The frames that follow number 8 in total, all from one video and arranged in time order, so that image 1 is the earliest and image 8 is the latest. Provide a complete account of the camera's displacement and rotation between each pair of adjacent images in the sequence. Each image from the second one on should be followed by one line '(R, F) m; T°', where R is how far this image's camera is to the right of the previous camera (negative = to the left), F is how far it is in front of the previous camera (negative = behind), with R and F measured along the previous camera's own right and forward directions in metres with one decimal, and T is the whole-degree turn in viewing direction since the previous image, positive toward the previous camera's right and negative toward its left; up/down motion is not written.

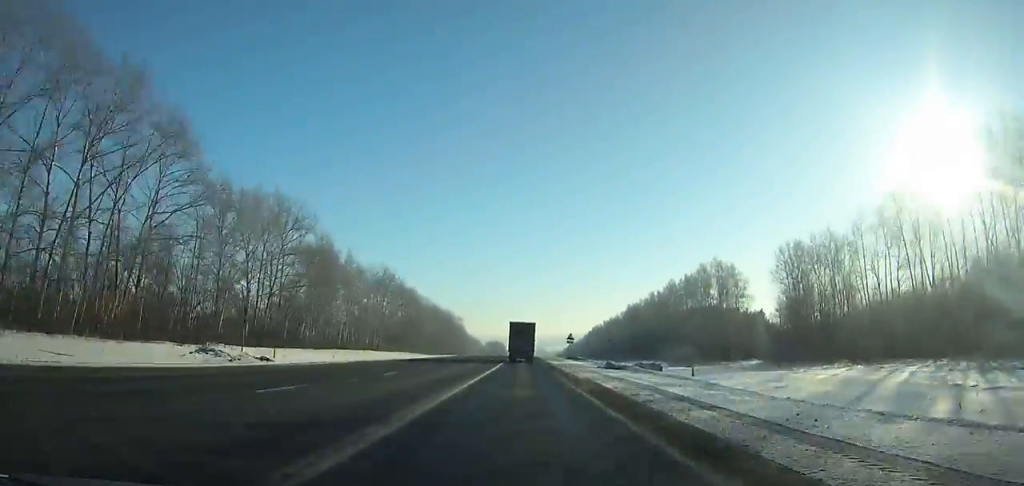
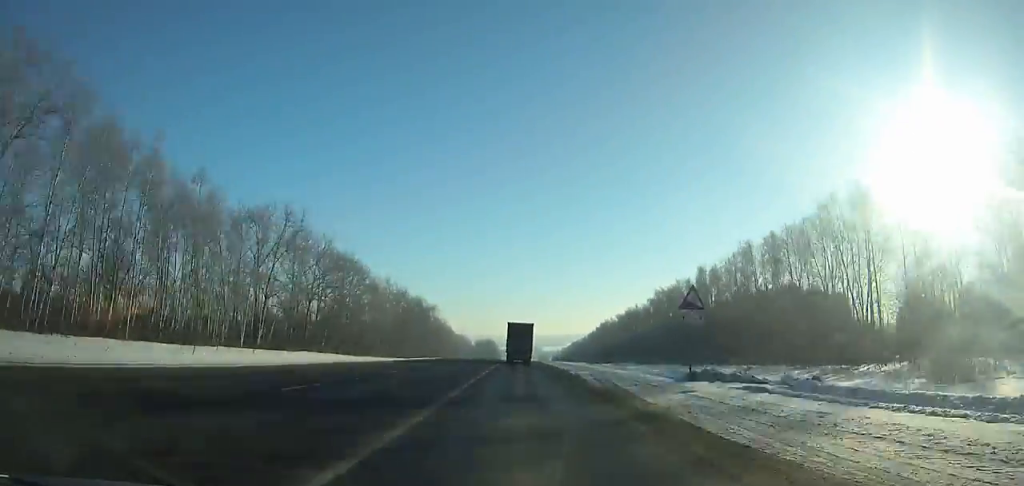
(+0.1, +59.2) m; 0°
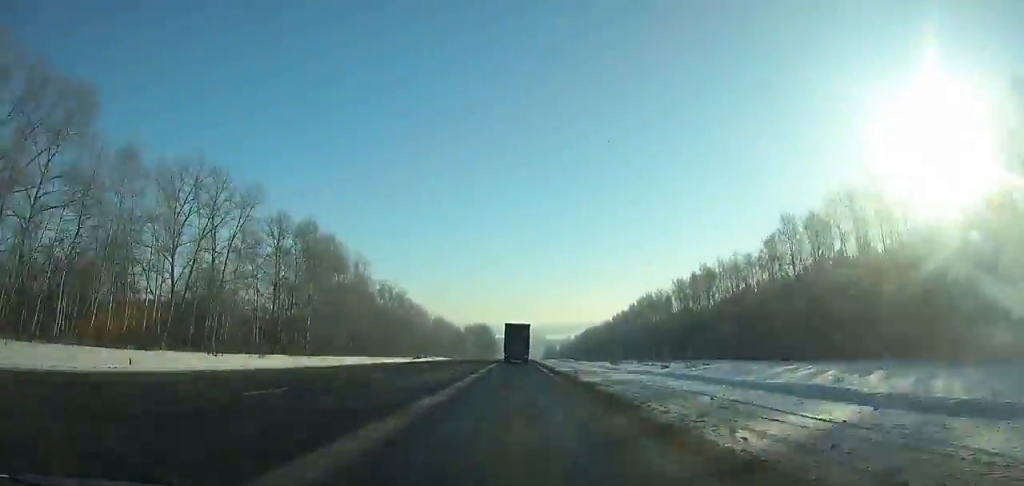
(-0.4, +99.0) m; 0°
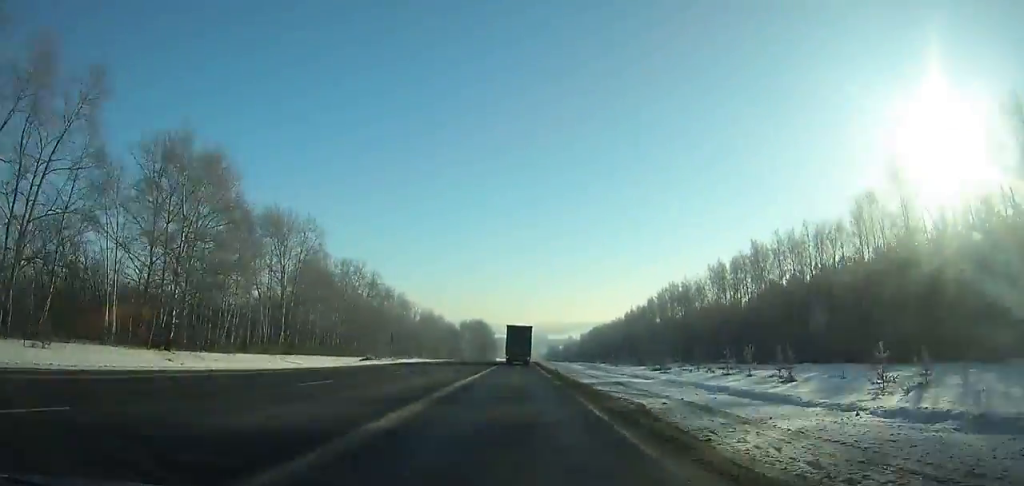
(0.0, +32.8) m; 0°
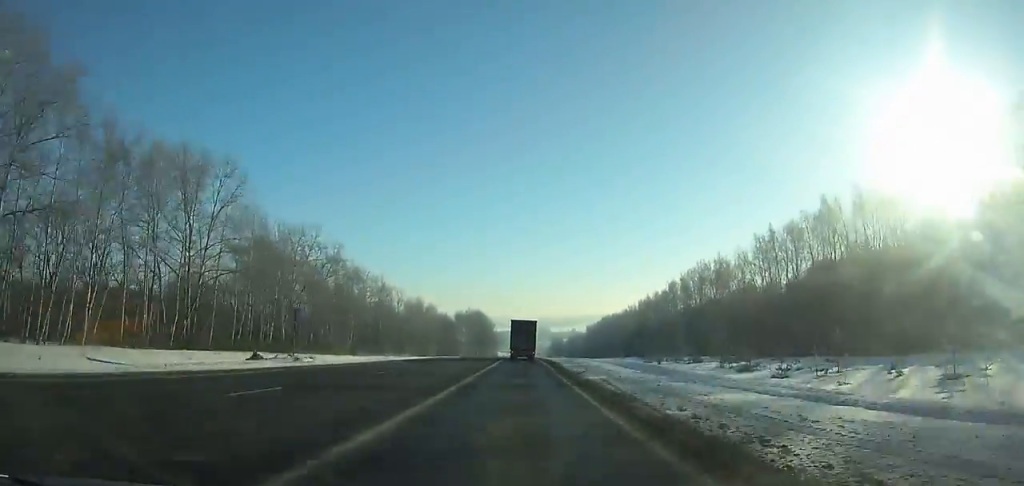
(-0.1, +28.8) m; 0°
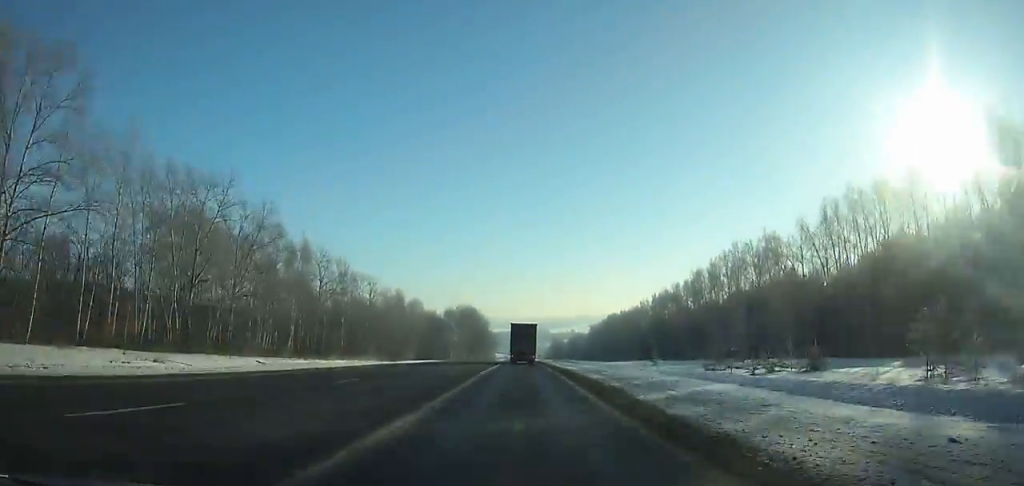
(-0.1, +28.7) m; 0°
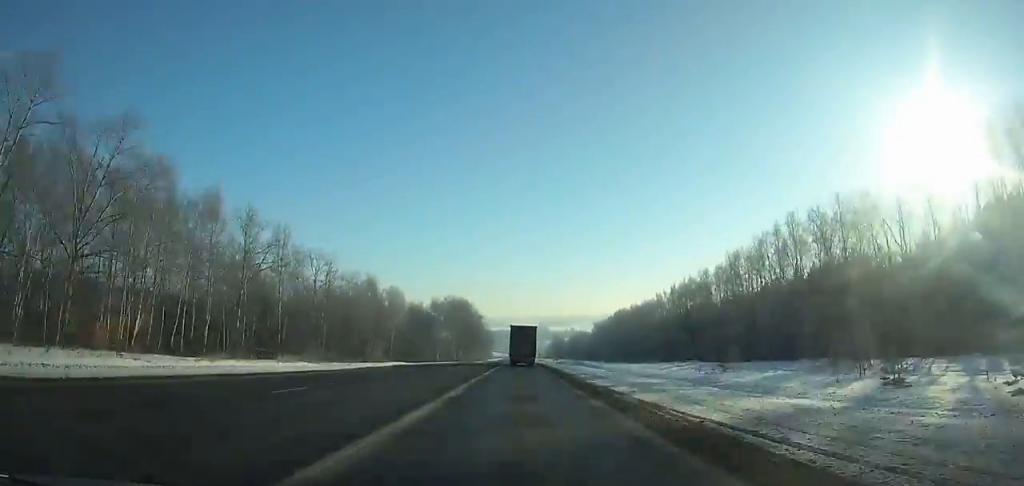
(+0.2, +29.0) m; 0°
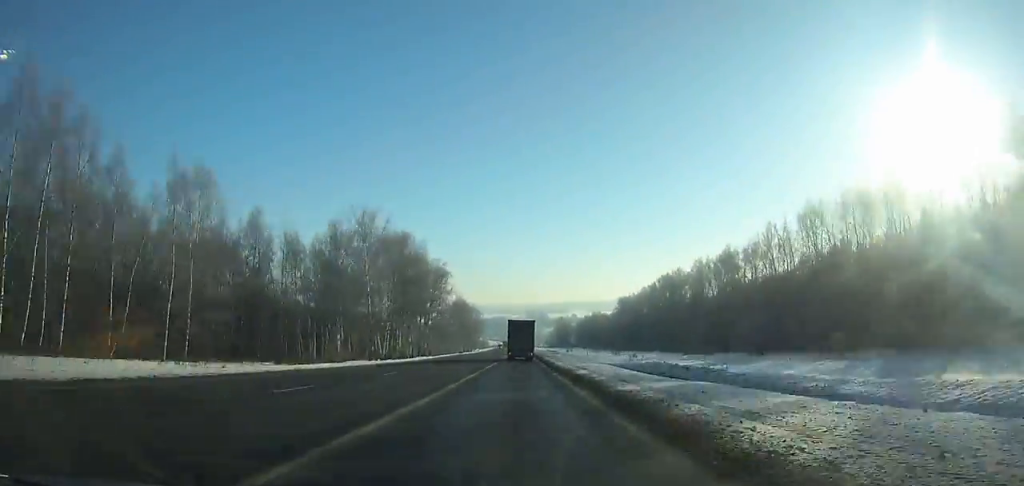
(+0.2, +93.8) m; 0°
